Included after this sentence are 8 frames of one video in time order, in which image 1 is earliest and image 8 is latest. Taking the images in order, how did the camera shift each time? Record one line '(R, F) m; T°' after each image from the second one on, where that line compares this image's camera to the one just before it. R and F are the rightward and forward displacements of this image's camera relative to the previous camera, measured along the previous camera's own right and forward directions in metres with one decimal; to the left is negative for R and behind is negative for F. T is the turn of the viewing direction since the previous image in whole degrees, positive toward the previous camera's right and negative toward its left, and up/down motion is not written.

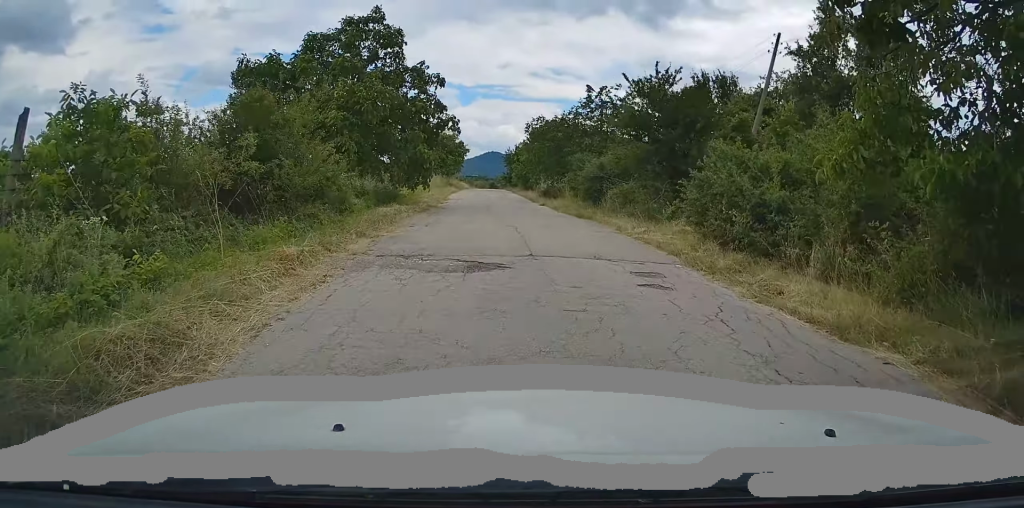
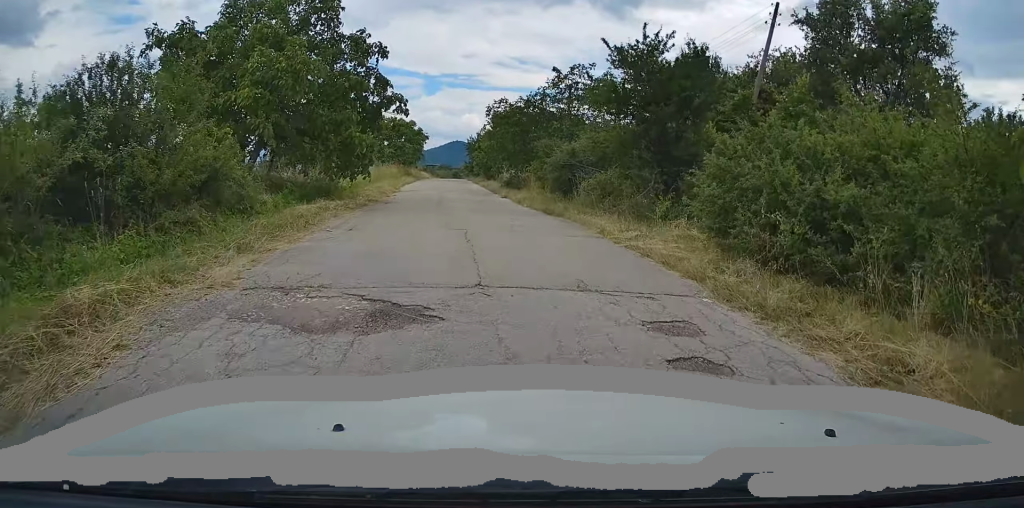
(0.0, +3.3) m; +2°
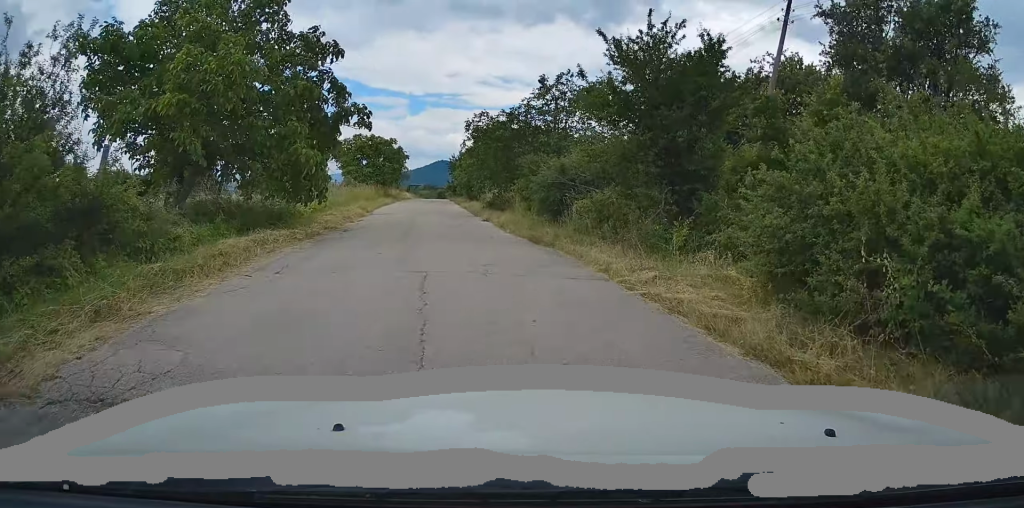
(+0.1, +2.5) m; -1°
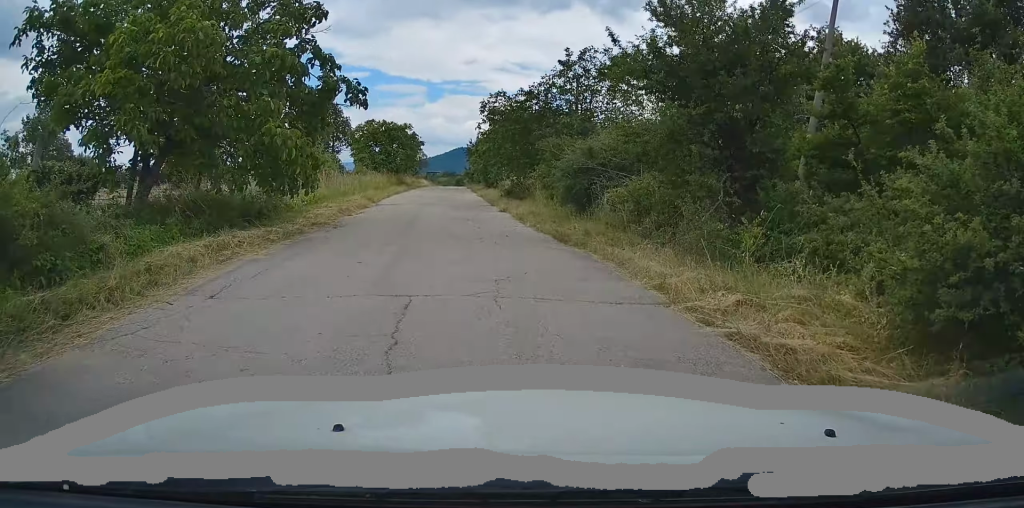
(+0.1, +2.4) m; -1°
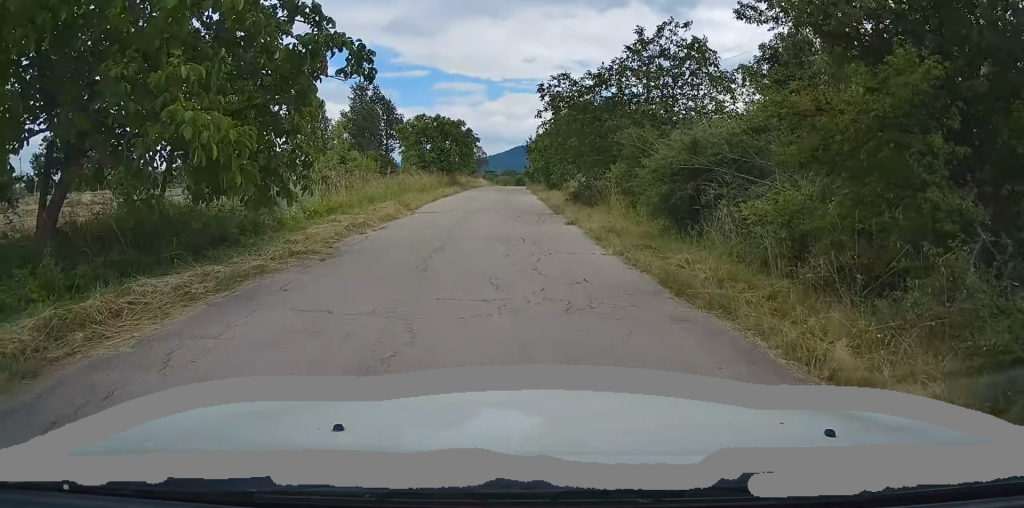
(-0.3, +4.6) m; -6°
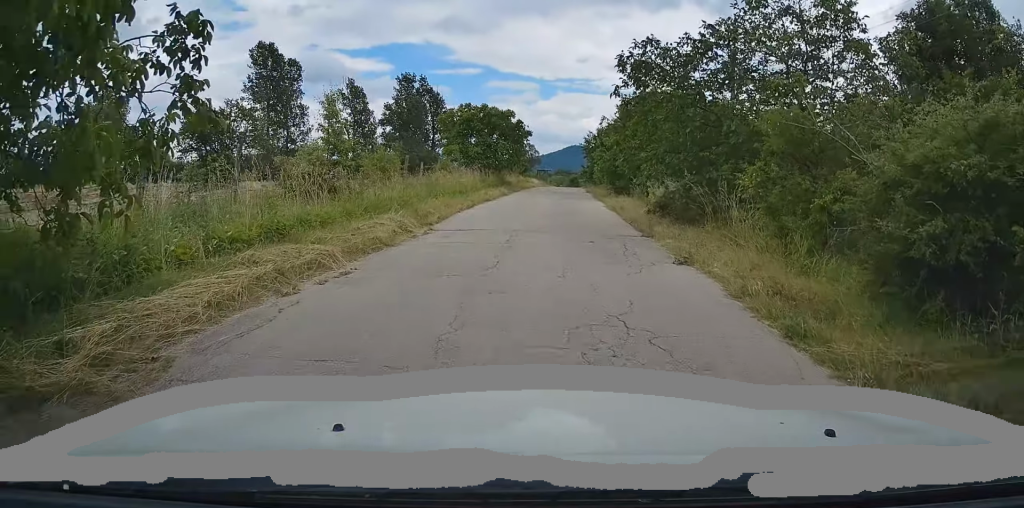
(-0.1, +6.7) m; -1°
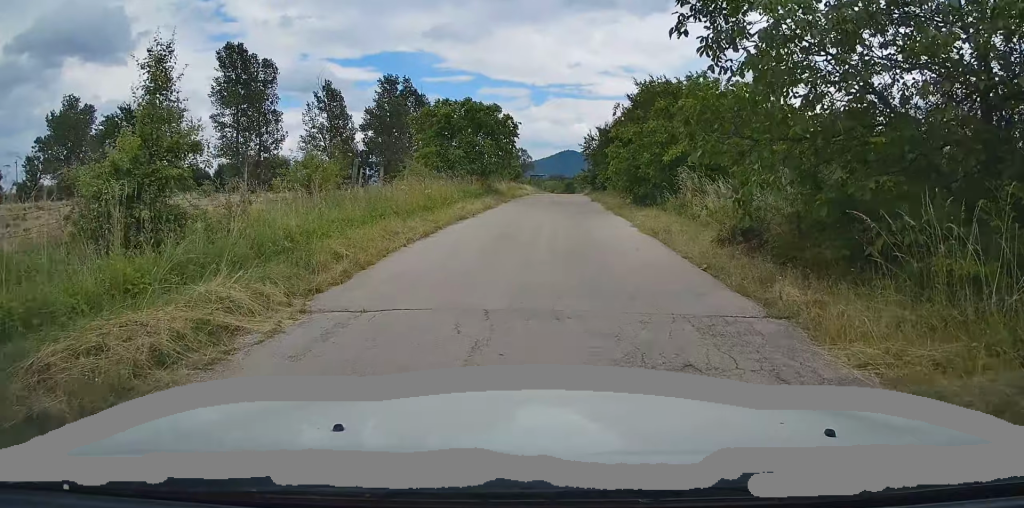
(-0.1, +7.3) m; -1°
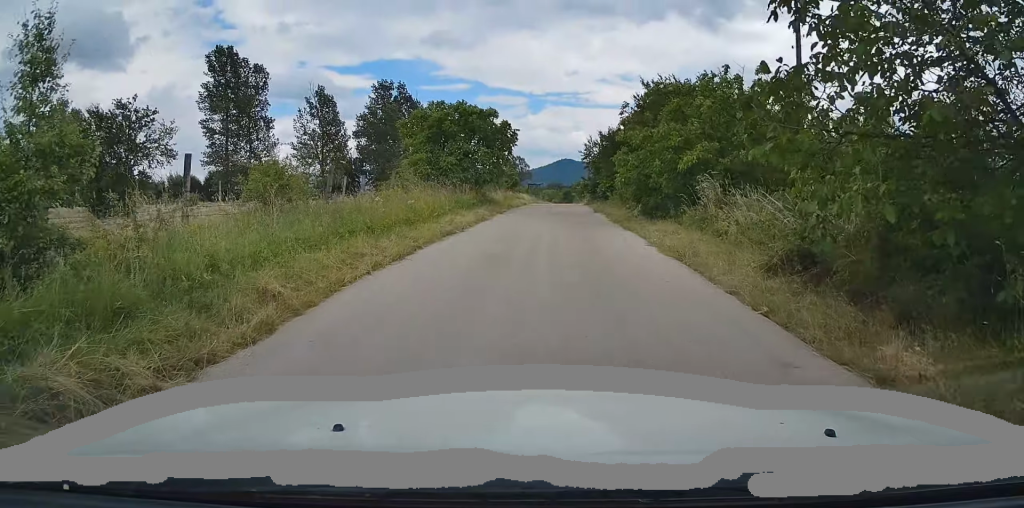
(+0.1, +2.4) m; 0°
